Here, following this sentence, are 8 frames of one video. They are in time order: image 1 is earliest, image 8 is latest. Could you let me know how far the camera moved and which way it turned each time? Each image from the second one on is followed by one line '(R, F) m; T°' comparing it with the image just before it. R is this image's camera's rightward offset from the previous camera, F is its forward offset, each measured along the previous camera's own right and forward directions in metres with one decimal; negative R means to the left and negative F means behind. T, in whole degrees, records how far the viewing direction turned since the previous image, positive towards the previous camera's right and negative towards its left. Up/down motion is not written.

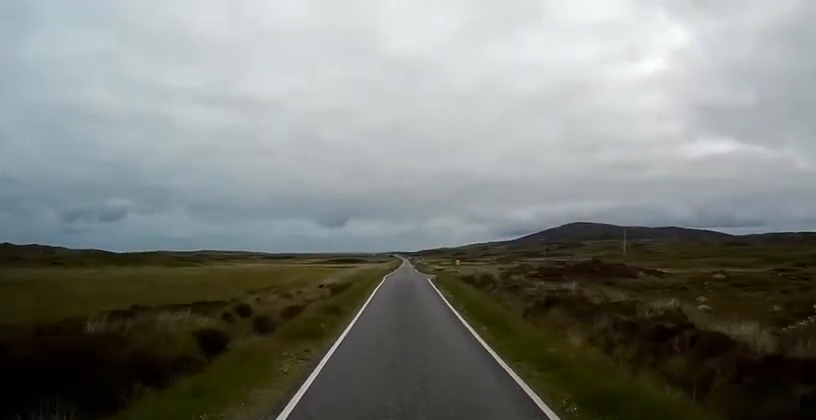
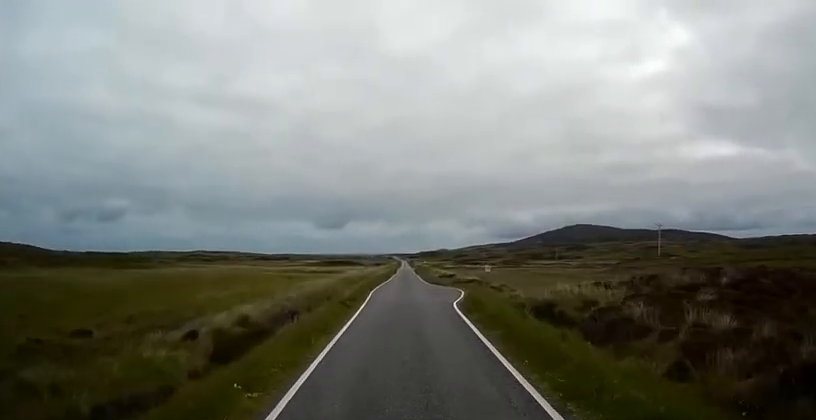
(-0.1, +23.7) m; +1°
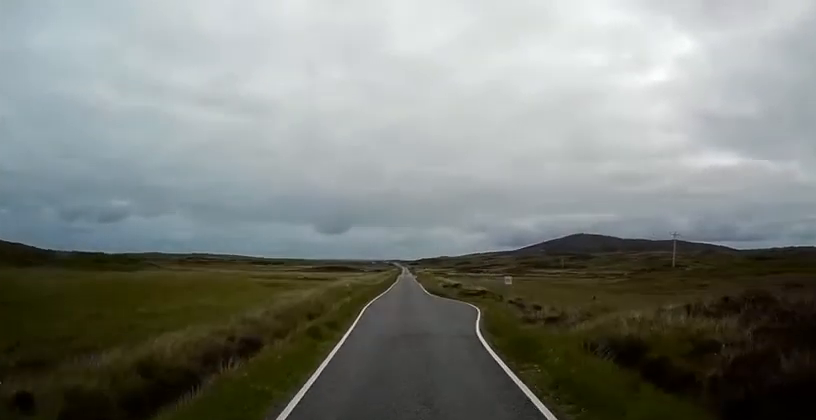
(+0.1, +7.6) m; +1°
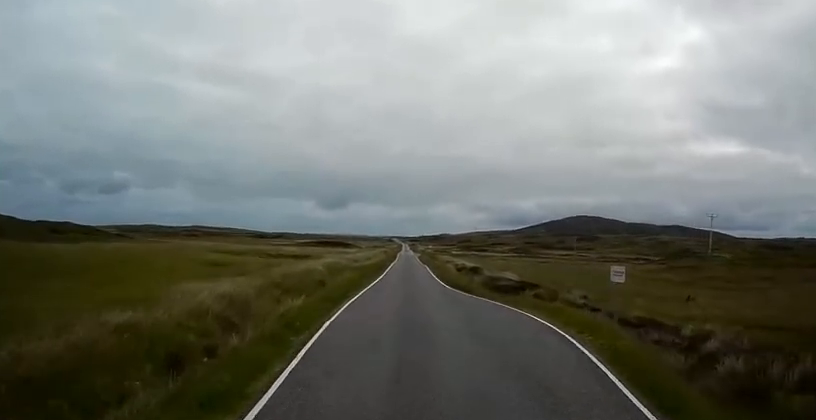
(+0.2, +17.1) m; +1°
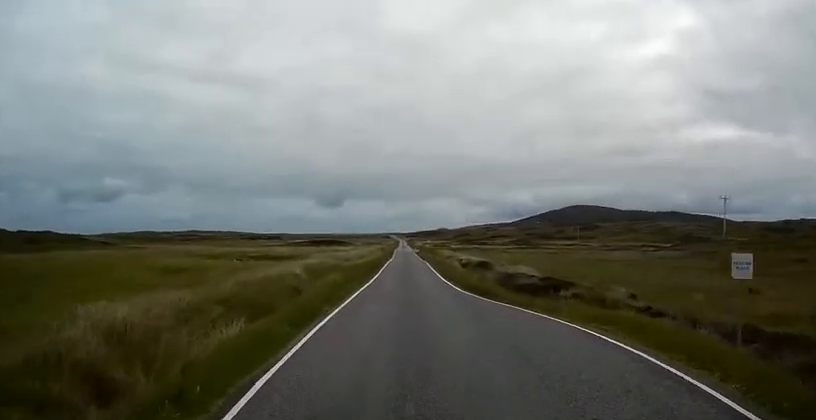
(0.0, +6.8) m; 0°
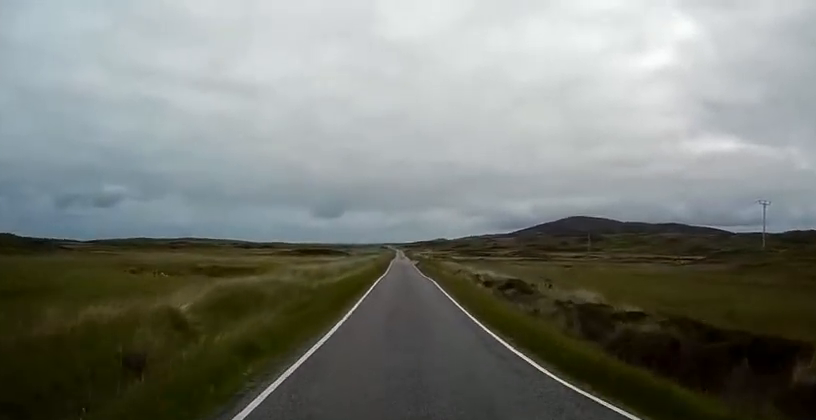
(0.0, +14.6) m; 0°
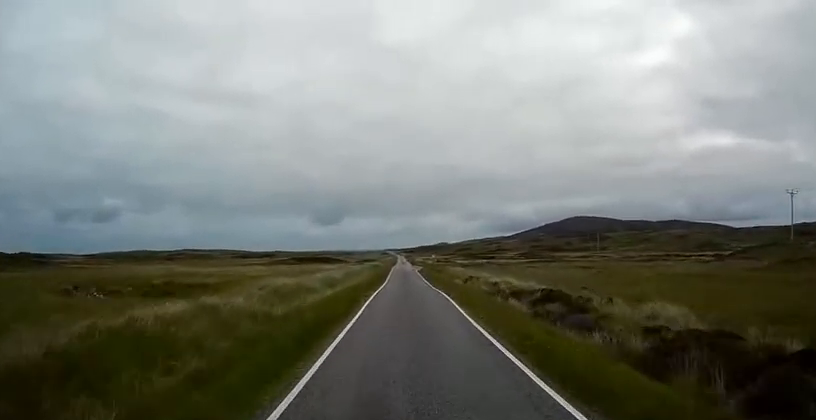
(-0.1, +7.7) m; 0°
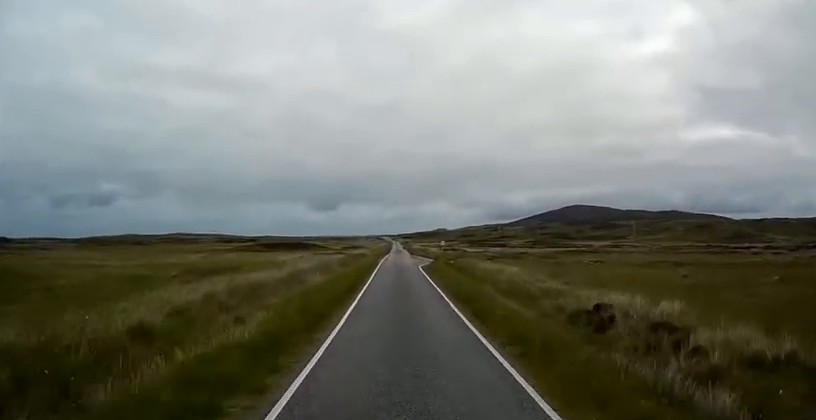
(-0.2, +30.9) m; 0°
